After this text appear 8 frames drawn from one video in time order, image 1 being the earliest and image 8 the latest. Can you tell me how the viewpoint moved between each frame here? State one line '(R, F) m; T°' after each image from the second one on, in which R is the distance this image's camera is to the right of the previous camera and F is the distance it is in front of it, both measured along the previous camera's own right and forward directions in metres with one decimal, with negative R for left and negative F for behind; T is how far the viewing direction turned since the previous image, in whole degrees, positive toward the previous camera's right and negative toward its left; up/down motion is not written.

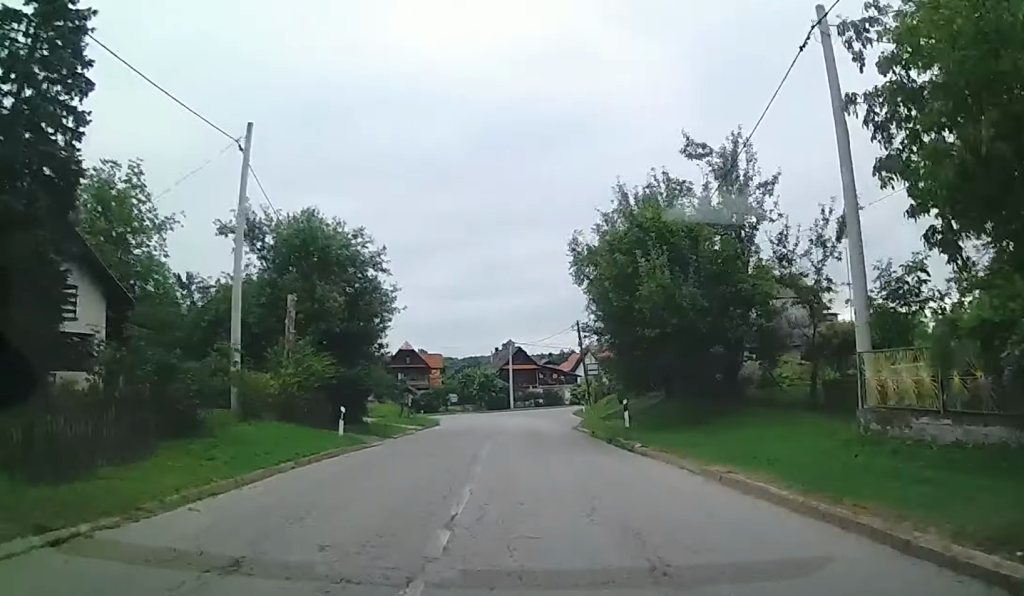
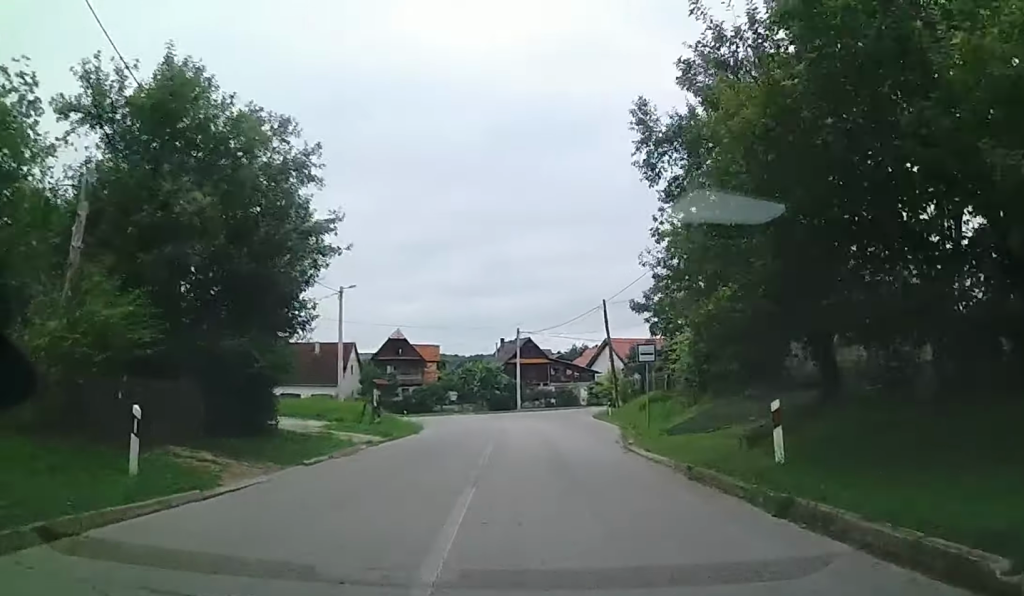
(0.0, +11.3) m; 0°
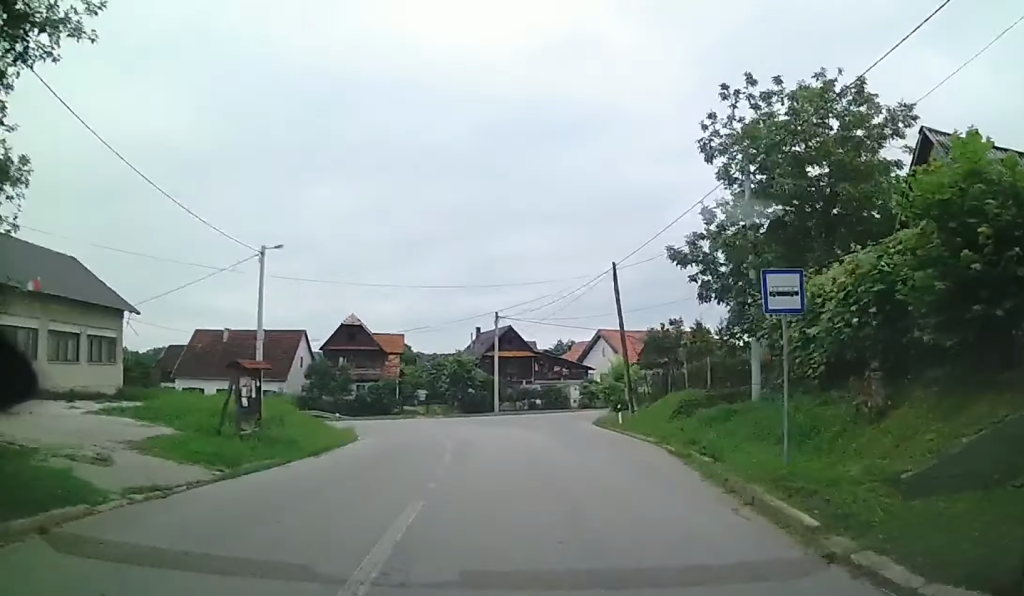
(0.0, +11.4) m; -1°
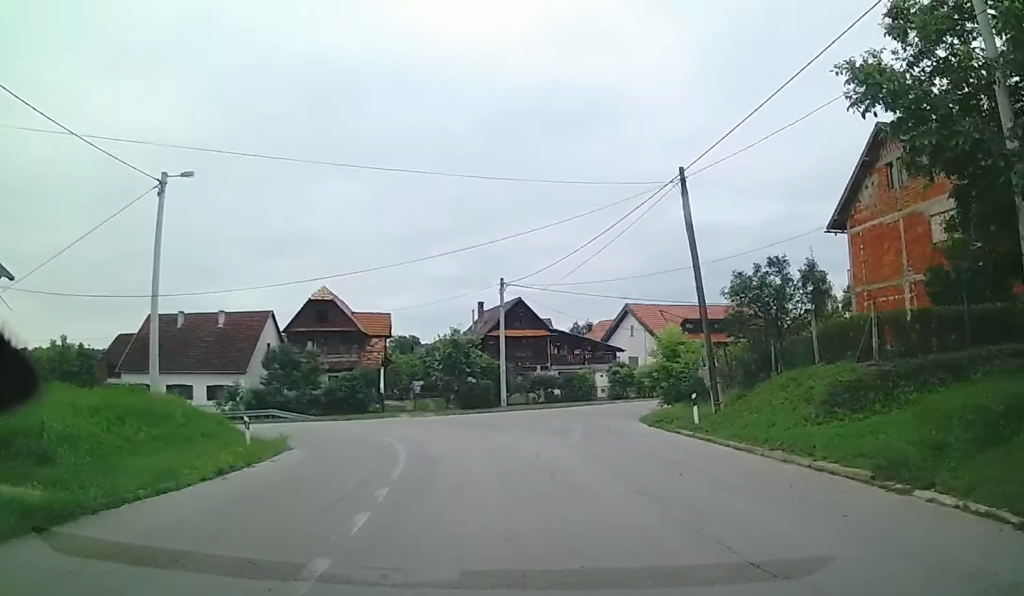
(-0.1, +11.4) m; -4°
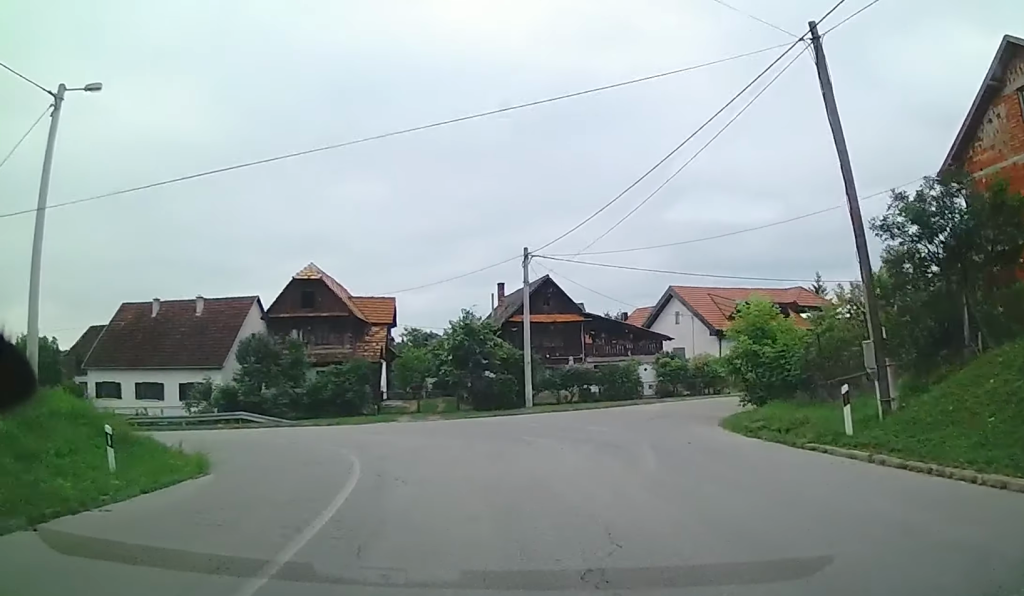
(-0.3, +8.4) m; -6°
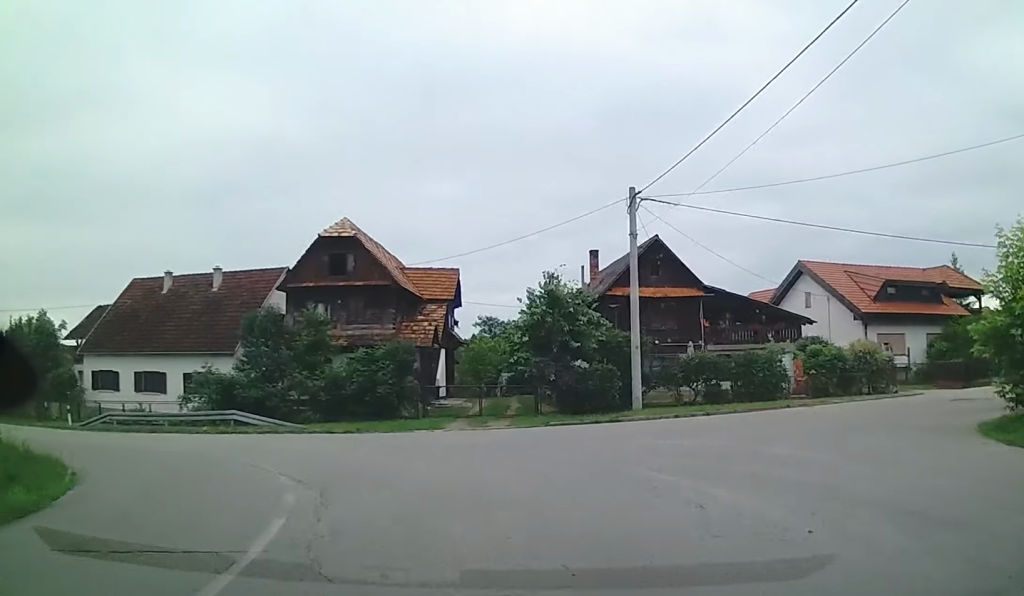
(-1.1, +10.8) m; -13°
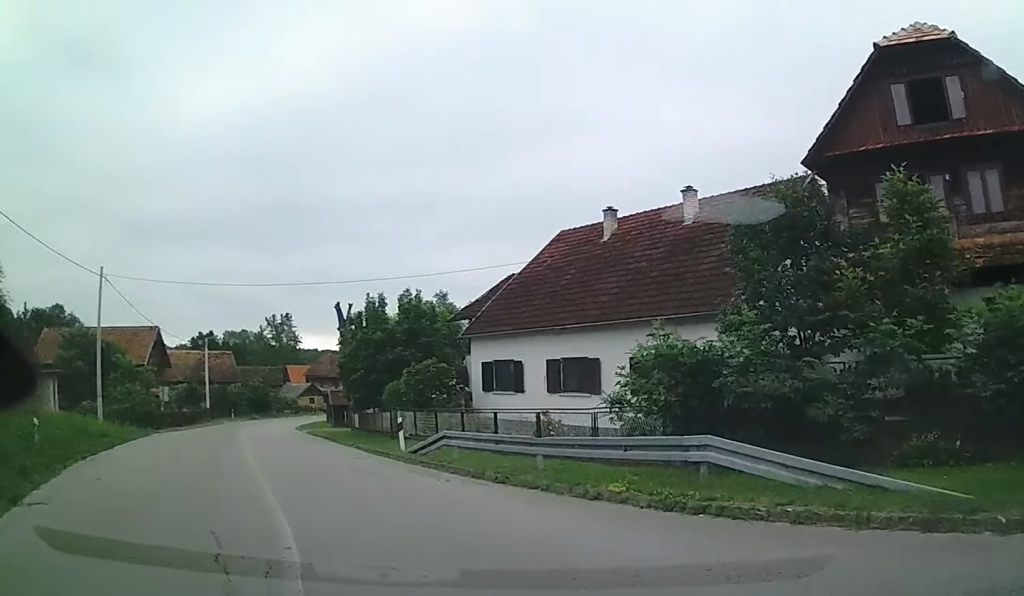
(-6.6, +18.3) m; -29°
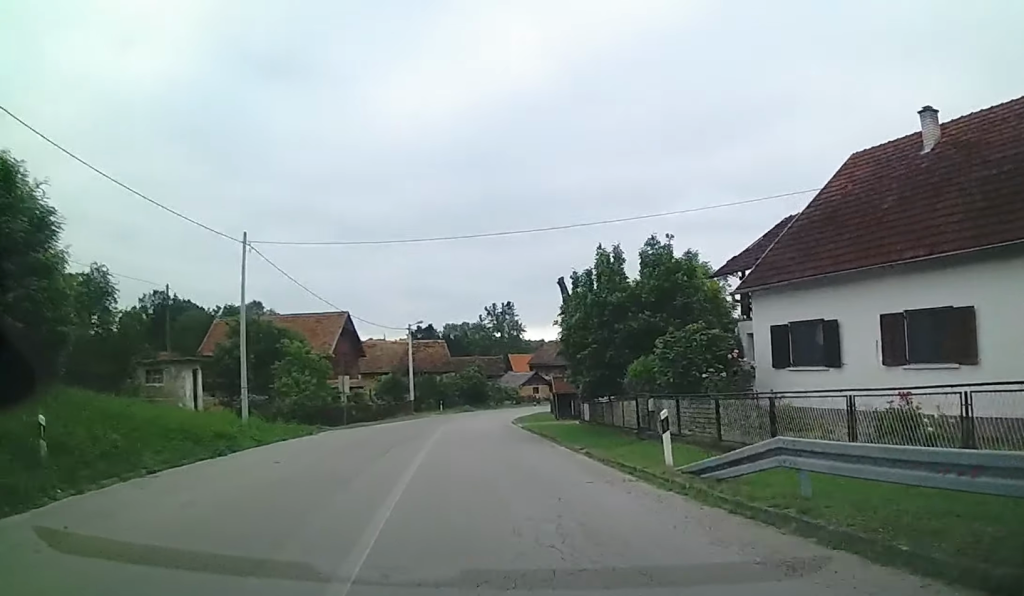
(+0.2, +9.1) m; +4°
